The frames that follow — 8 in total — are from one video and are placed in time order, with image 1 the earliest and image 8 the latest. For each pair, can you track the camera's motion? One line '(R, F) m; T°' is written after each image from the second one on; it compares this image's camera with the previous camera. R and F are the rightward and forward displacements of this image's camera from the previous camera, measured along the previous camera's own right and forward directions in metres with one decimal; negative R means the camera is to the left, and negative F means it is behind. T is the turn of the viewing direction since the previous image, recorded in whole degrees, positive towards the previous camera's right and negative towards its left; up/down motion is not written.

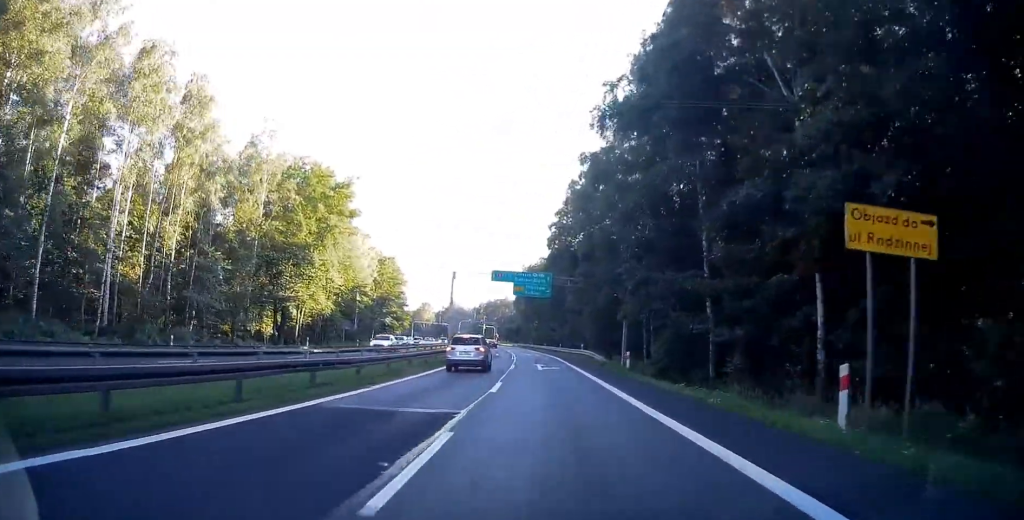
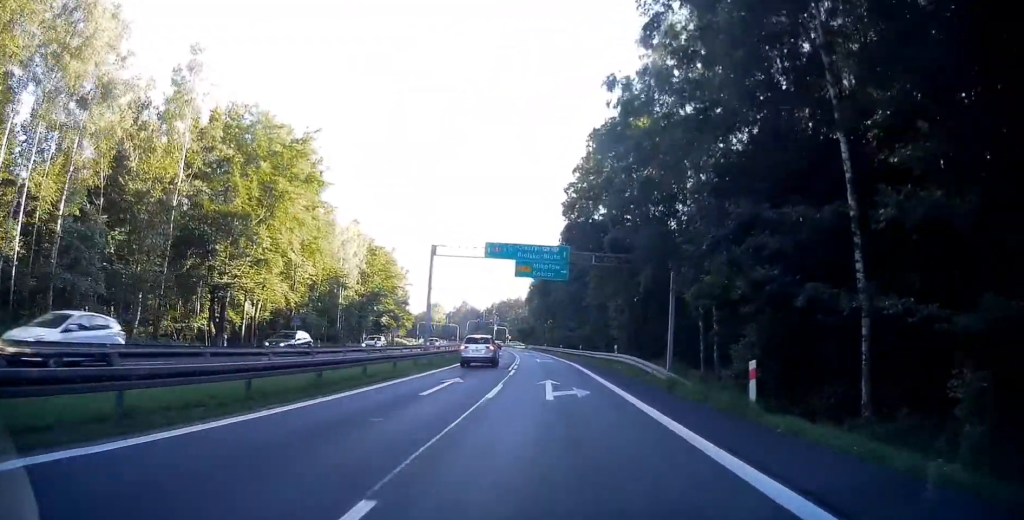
(0.0, +18.9) m; -1°
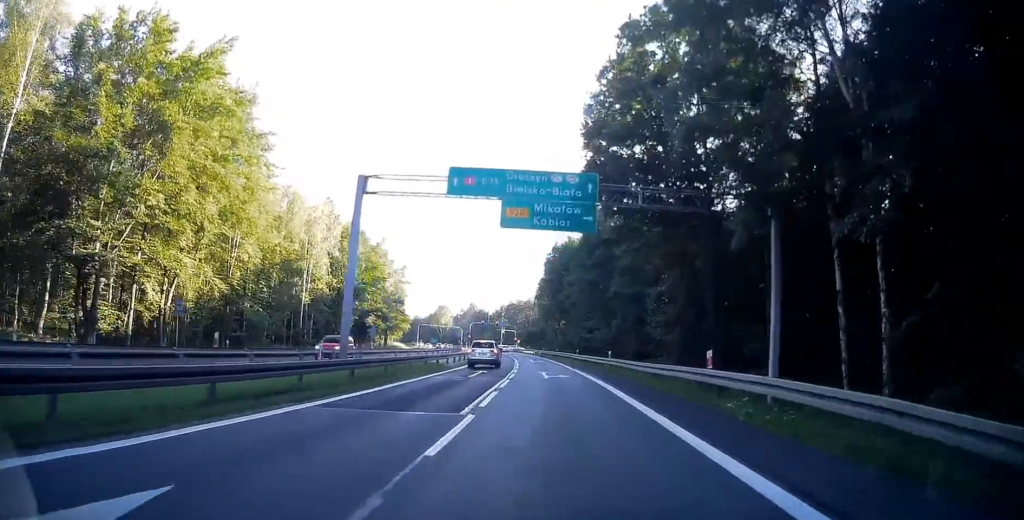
(-0.4, +22.1) m; -1°
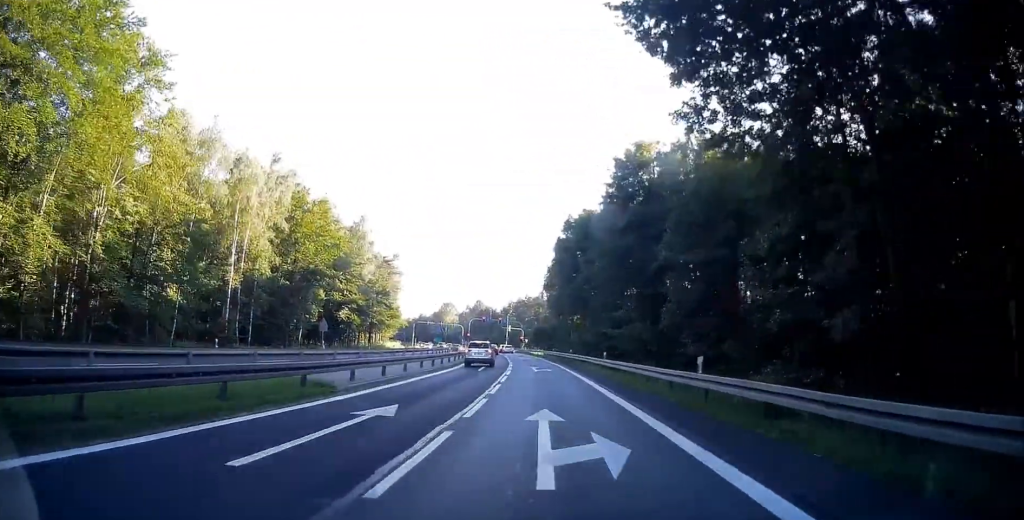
(-0.2, +21.7) m; -1°
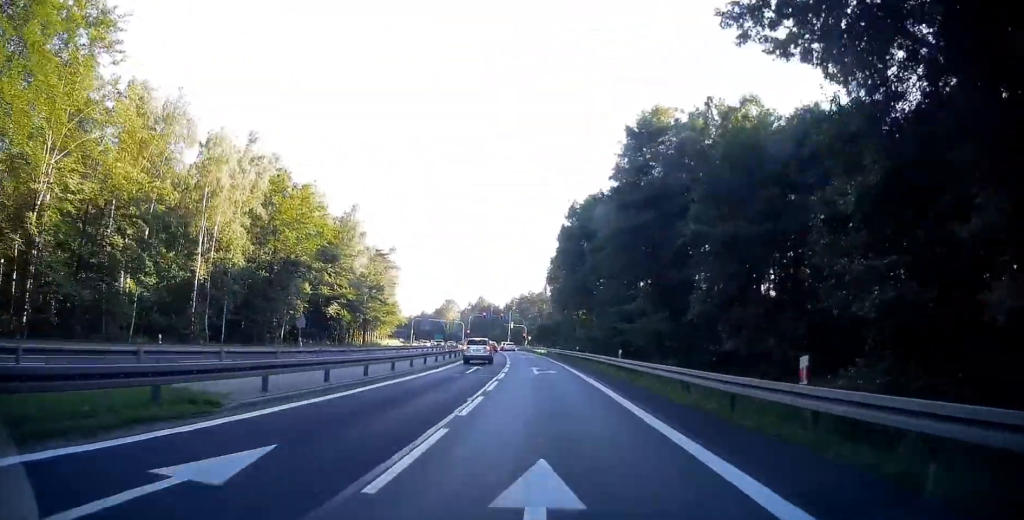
(0.0, +6.2) m; 0°
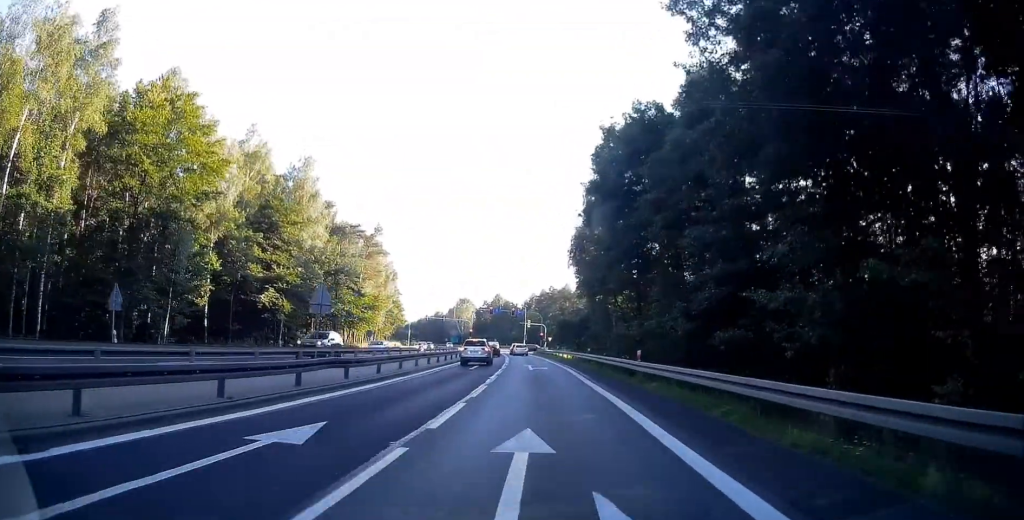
(-0.3, +21.8) m; -2°
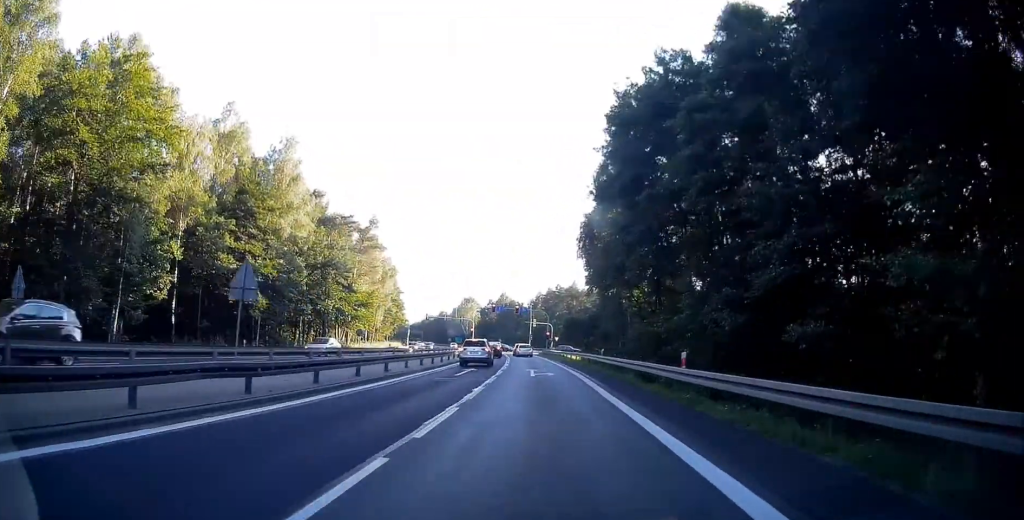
(-0.1, +4.8) m; -1°
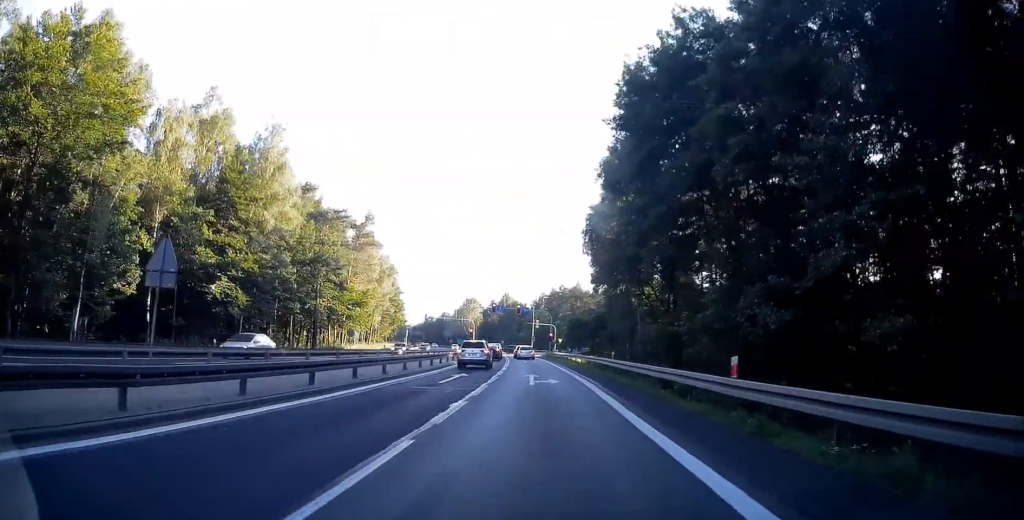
(0.0, +2.9) m; -1°
